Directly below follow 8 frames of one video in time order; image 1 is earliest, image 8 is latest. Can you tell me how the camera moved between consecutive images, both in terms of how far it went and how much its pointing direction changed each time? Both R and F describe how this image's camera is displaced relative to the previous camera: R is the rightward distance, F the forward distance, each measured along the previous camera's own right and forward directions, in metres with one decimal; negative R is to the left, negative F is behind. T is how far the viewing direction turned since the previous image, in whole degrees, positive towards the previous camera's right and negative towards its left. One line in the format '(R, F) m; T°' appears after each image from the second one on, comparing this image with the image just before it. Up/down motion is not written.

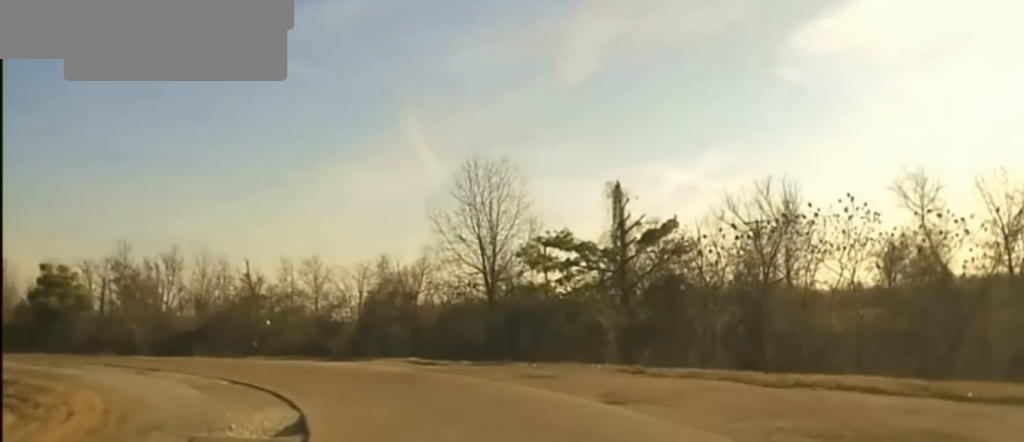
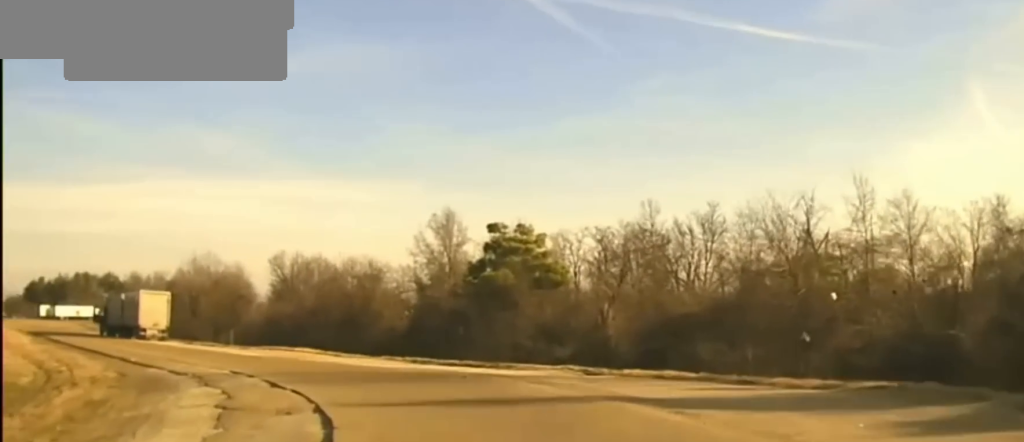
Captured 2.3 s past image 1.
(-10.4, +32.2) m; -34°
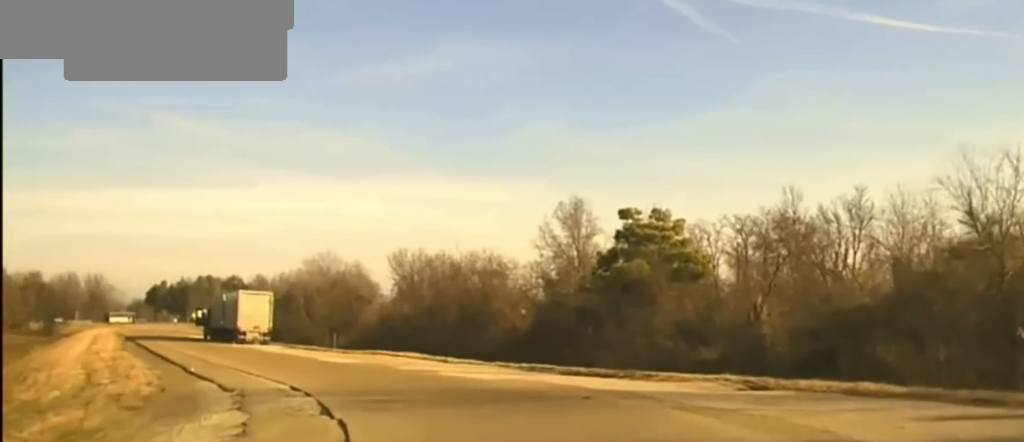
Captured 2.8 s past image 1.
(-0.8, +8.5) m; -9°
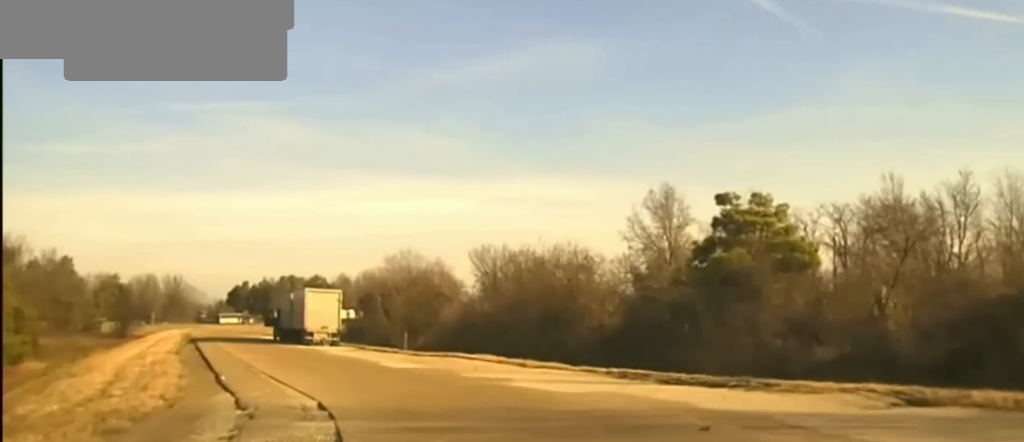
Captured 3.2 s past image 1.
(0.0, +7.0) m; -7°
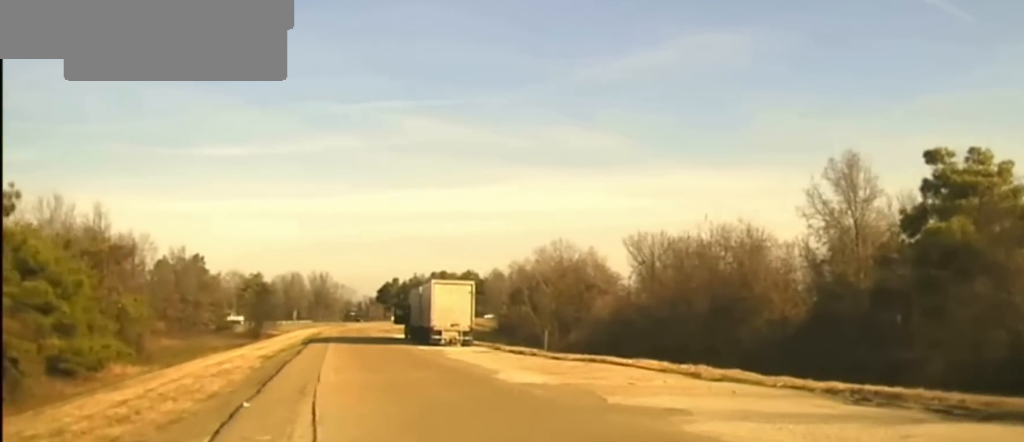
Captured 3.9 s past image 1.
(-1.5, +10.4) m; -10°
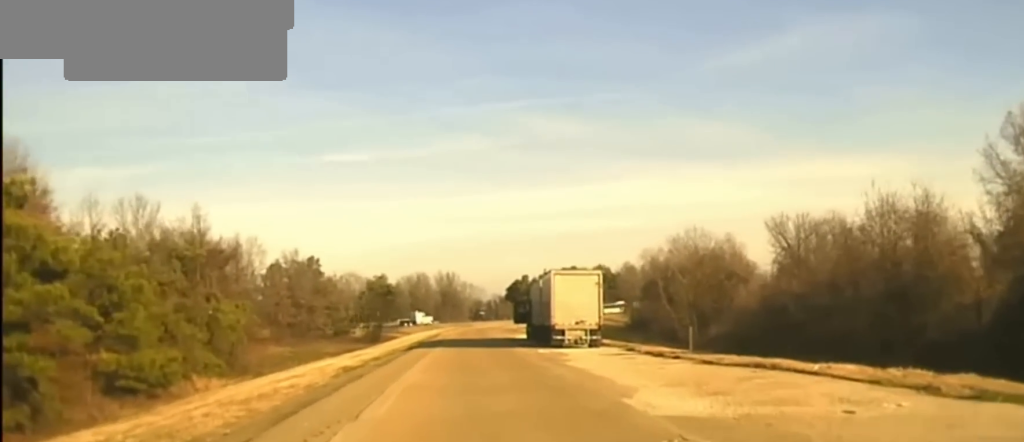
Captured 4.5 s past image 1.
(-0.7, +8.9) m; -6°
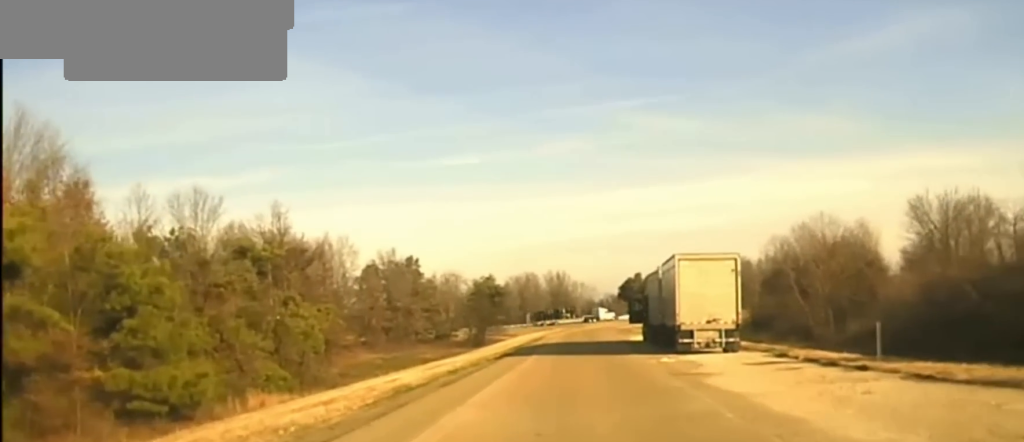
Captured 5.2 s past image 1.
(-0.8, +10.7) m; -4°
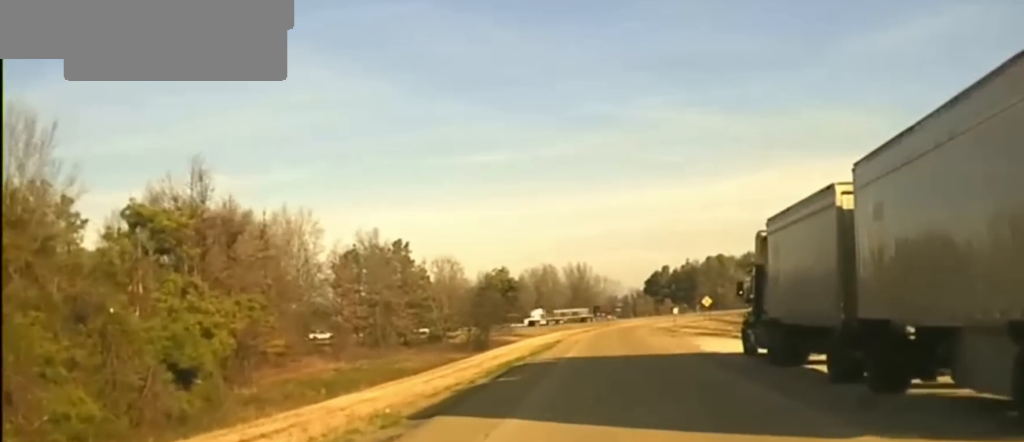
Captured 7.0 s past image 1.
(+0.5, +26.2) m; +3°
